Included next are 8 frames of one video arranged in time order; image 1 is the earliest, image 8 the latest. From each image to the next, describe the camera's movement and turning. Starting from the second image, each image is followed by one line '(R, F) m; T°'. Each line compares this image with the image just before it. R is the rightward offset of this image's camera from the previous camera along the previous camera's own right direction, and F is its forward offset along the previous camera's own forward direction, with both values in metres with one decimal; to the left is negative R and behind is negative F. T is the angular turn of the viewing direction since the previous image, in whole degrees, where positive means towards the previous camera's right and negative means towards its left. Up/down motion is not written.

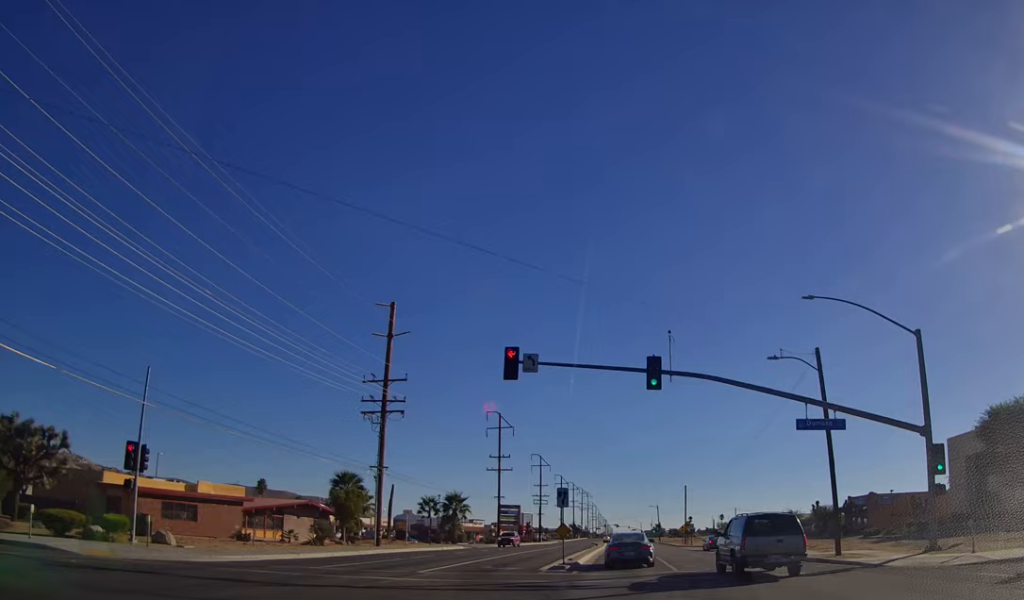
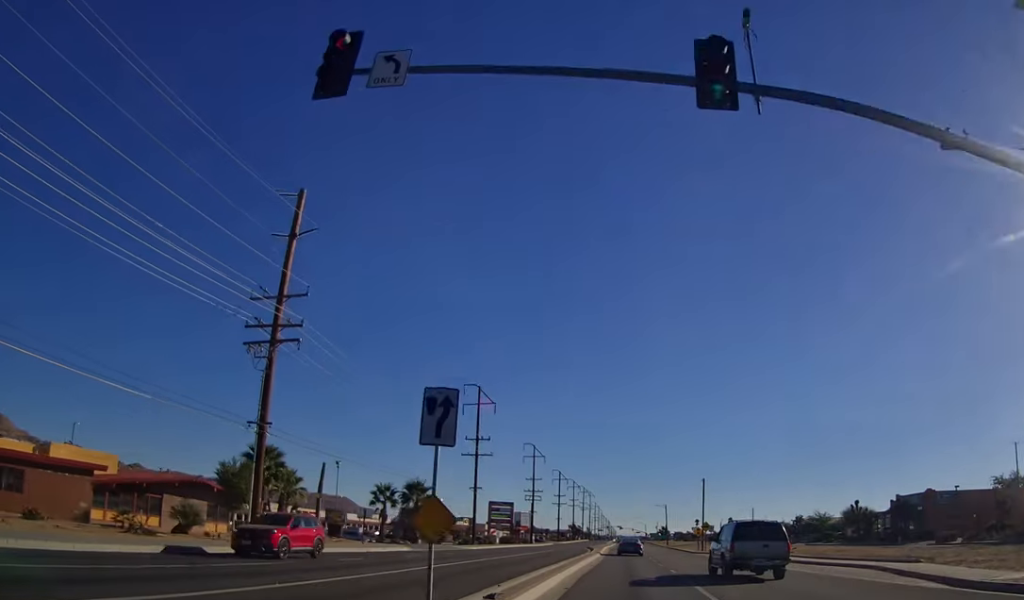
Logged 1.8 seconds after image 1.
(+0.1, +13.3) m; 0°
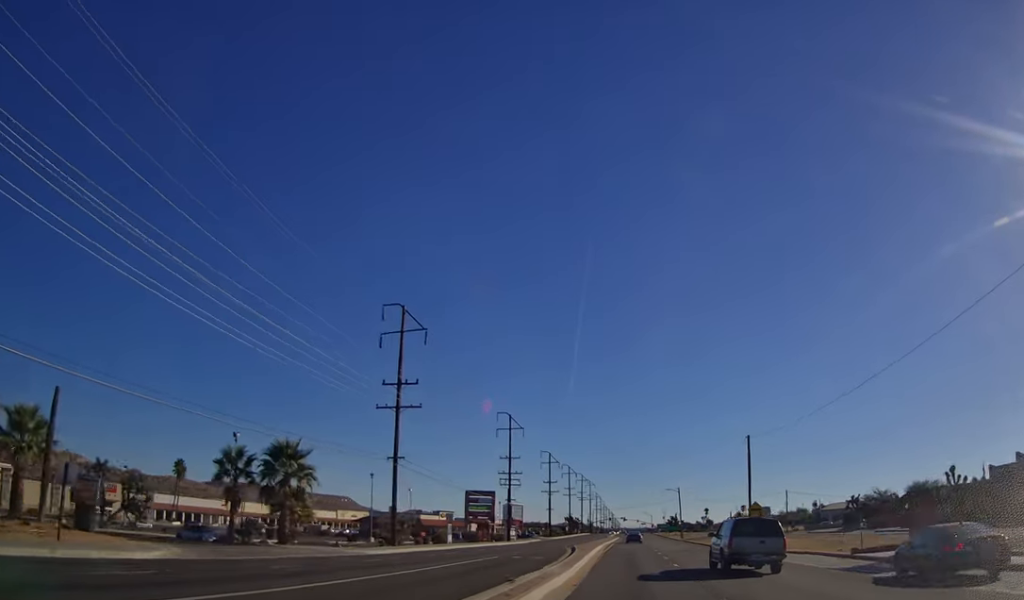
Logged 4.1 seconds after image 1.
(0.0, +25.2) m; -1°
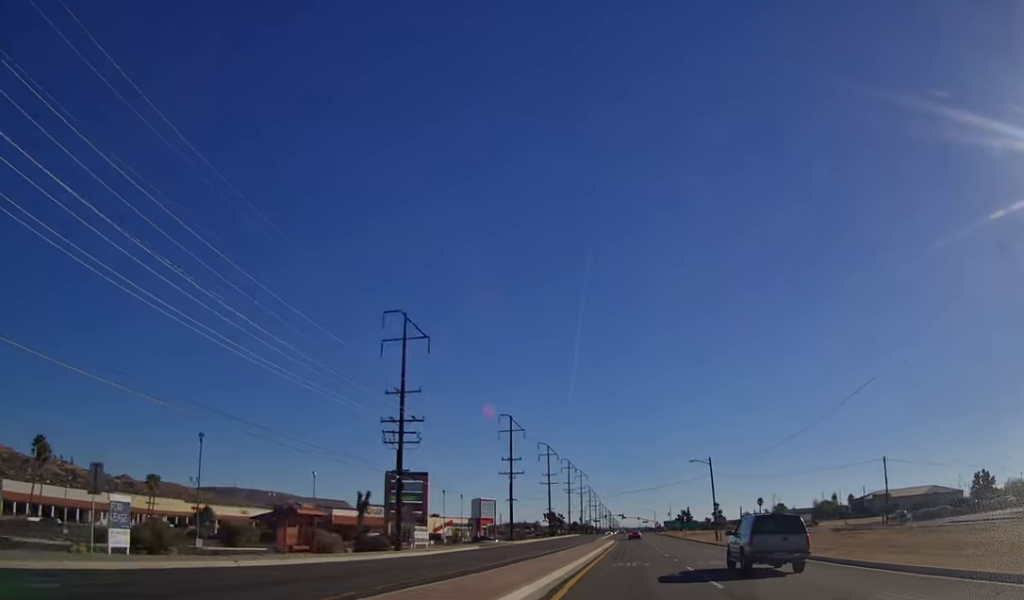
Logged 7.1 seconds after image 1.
(-0.5, +45.9) m; -1°
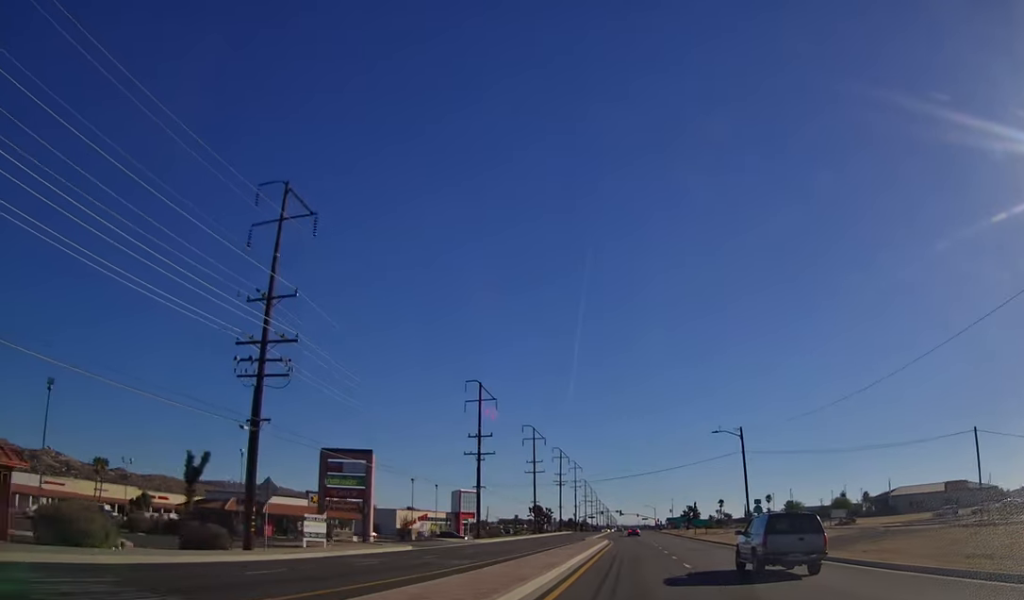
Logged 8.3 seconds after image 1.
(+0.1, +21.7) m; +1°
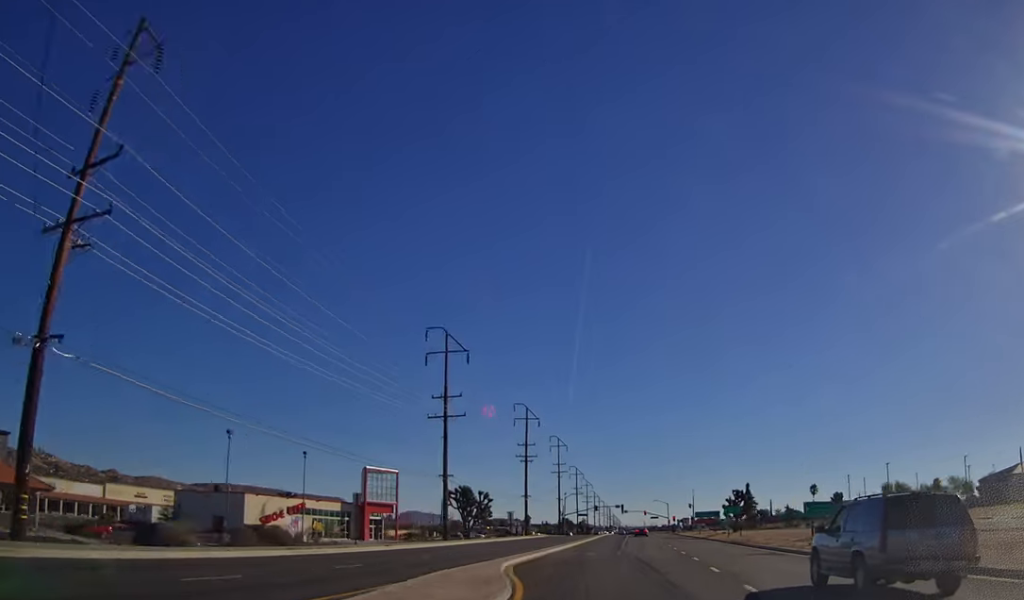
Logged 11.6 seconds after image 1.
(+1.2, +63.3) m; +1°
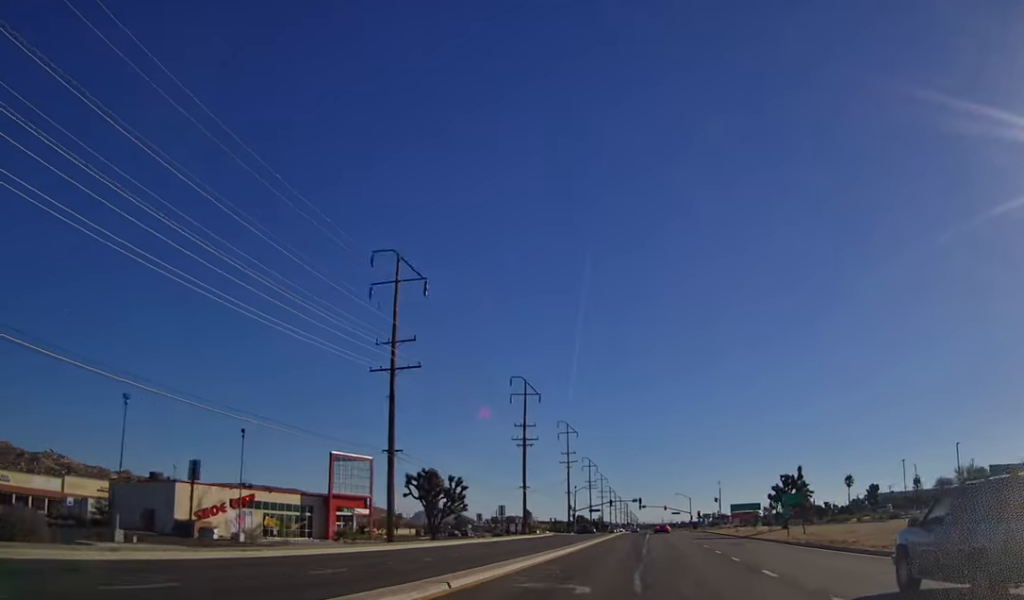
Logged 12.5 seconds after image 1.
(-0.1, +18.8) m; -1°
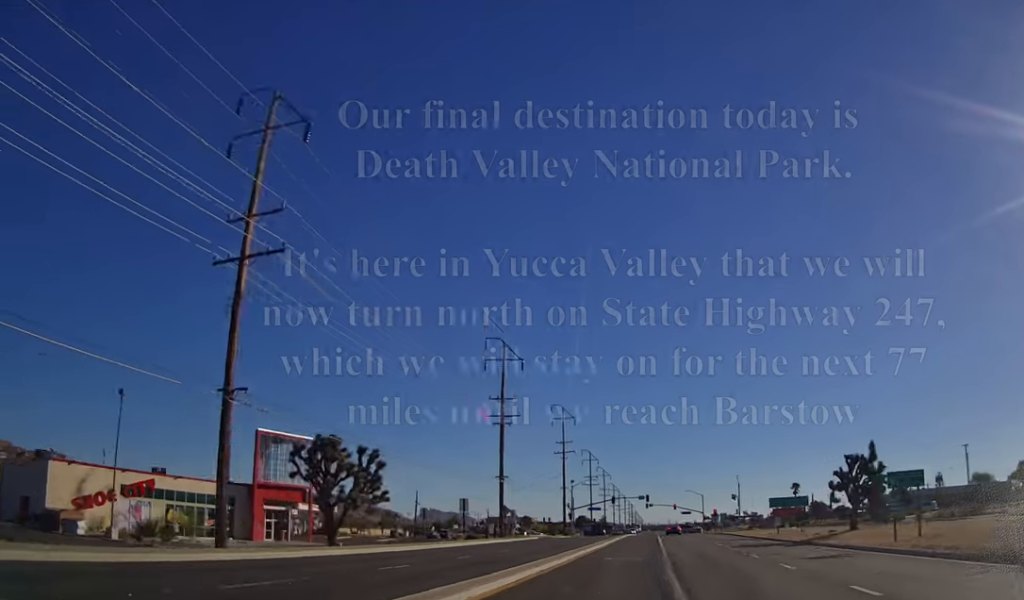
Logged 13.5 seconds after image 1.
(-0.1, +20.0) m; -1°
